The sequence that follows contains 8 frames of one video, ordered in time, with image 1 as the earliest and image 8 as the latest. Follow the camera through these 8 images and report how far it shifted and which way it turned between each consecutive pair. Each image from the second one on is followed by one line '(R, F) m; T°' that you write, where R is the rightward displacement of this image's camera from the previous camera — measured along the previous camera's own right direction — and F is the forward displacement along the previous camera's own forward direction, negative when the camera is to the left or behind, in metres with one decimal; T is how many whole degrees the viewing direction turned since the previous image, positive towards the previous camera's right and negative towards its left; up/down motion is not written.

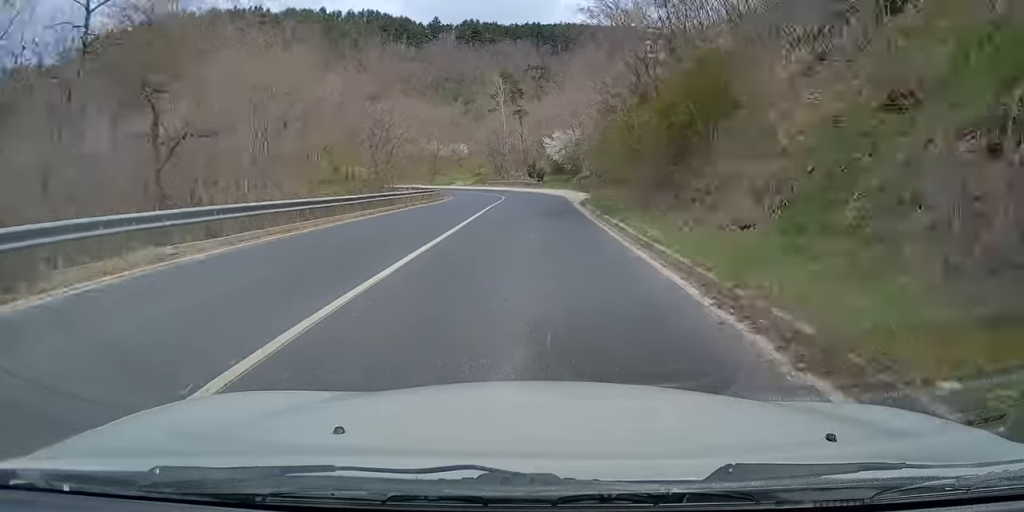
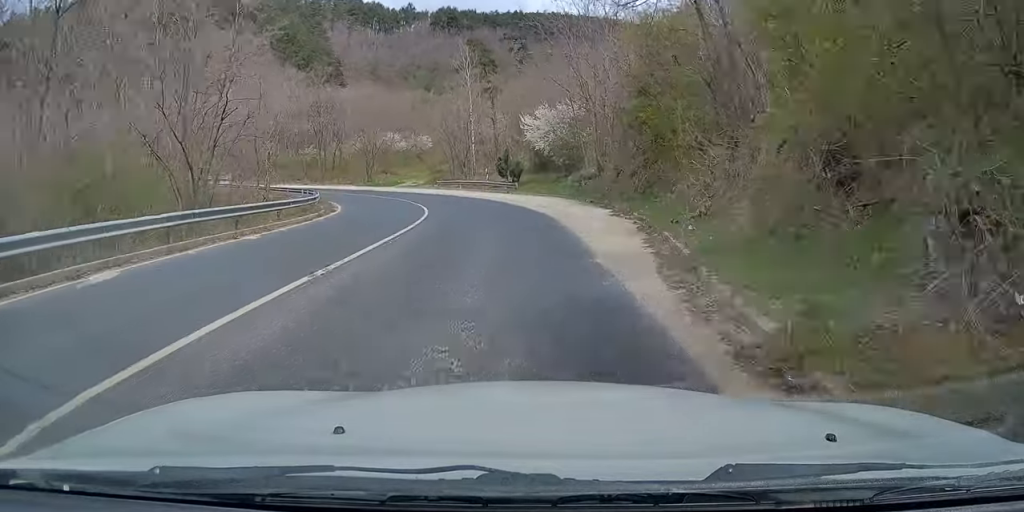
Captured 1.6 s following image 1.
(+1.2, +26.1) m; +2°
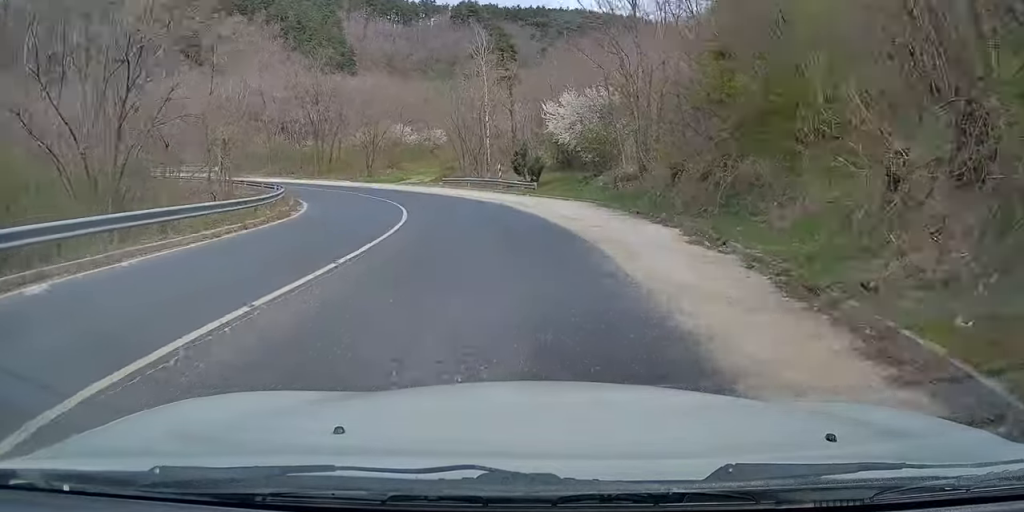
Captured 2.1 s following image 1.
(-0.1, +8.2) m; -3°
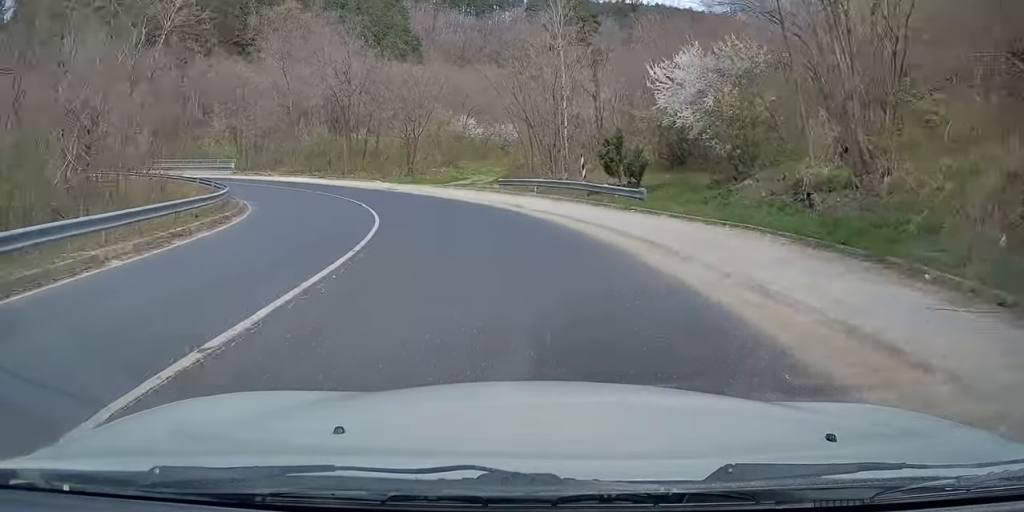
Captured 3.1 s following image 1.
(-0.9, +14.6) m; -9°
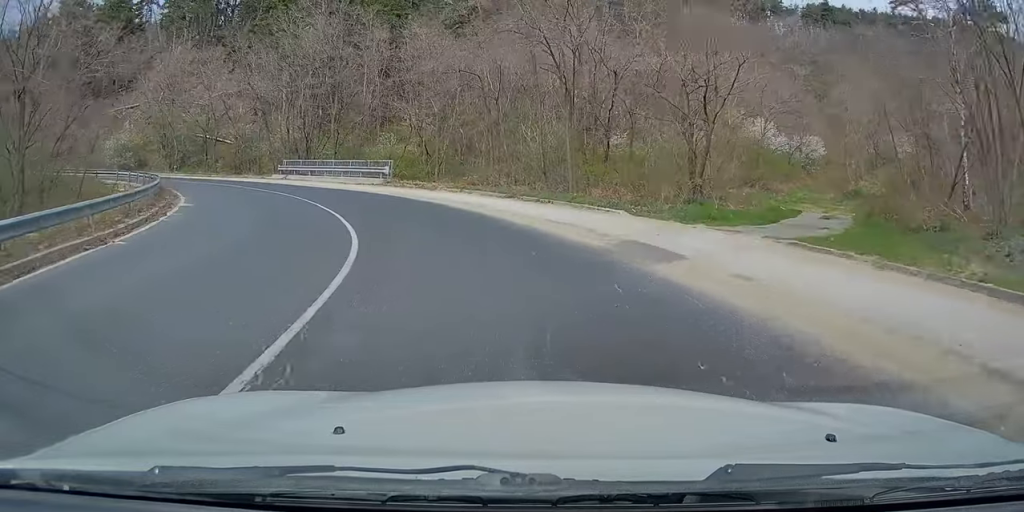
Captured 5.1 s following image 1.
(-5.0, +24.9) m; -22°
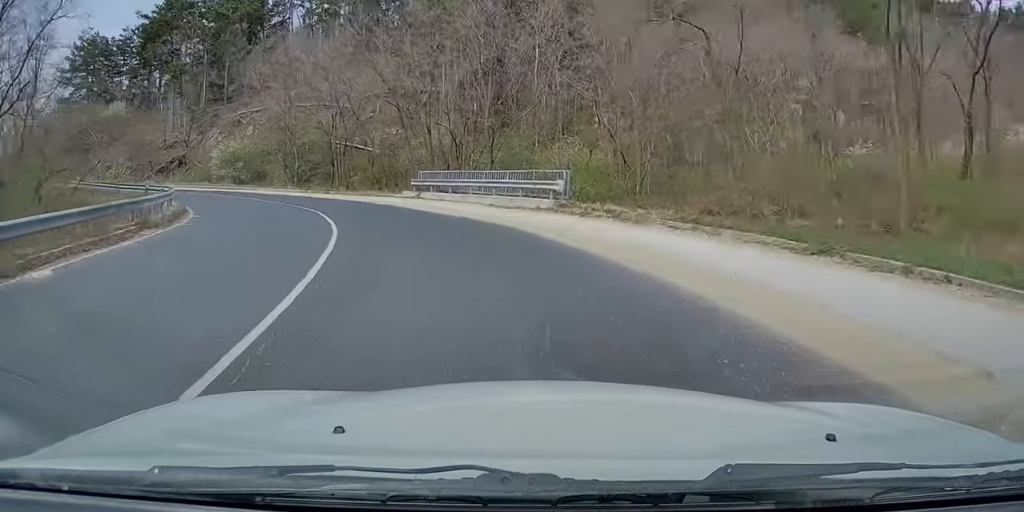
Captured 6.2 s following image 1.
(-1.9, +14.7) m; -18°
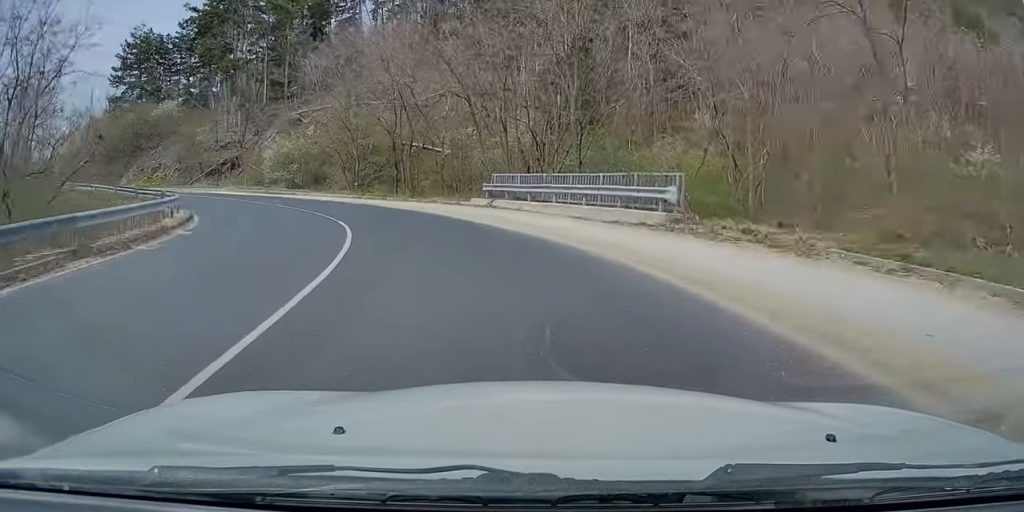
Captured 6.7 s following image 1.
(-0.3, +6.0) m; -9°
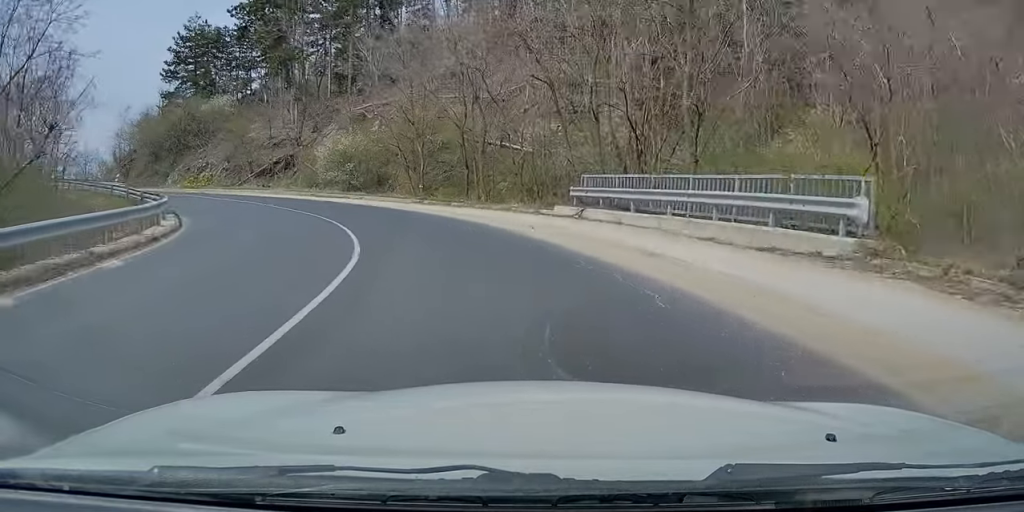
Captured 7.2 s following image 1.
(-0.7, +6.4) m; -10°
